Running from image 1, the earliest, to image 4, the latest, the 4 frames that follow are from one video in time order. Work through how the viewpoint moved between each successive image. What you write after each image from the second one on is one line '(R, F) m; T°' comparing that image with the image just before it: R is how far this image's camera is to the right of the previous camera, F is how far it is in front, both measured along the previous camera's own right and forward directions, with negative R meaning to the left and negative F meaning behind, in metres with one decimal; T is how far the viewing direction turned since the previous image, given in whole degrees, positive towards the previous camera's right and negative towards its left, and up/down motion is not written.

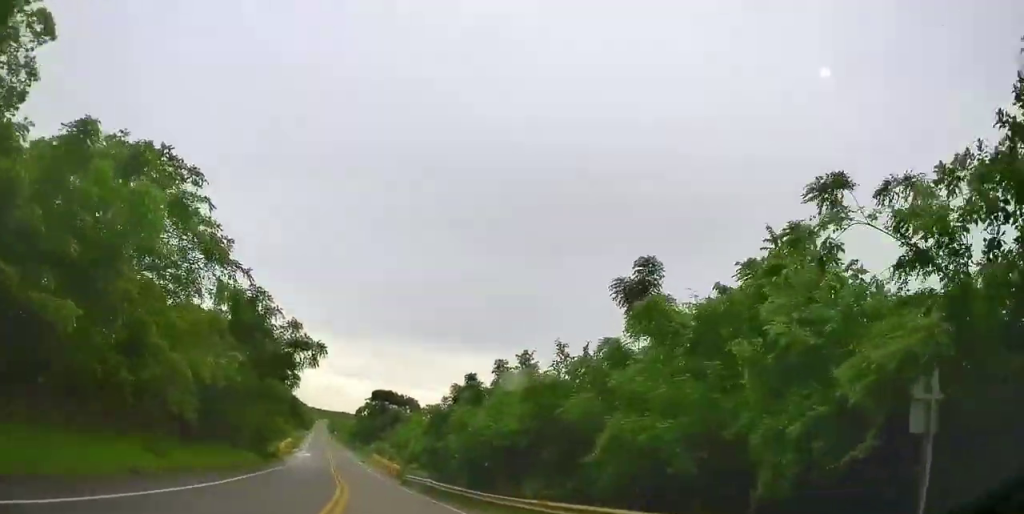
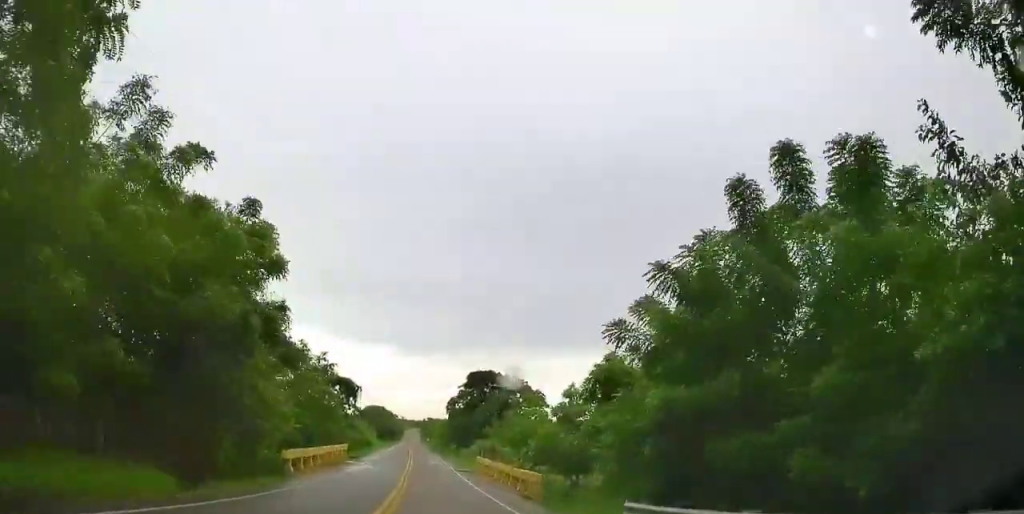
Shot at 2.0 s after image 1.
(-4.2, +27.9) m; -17°
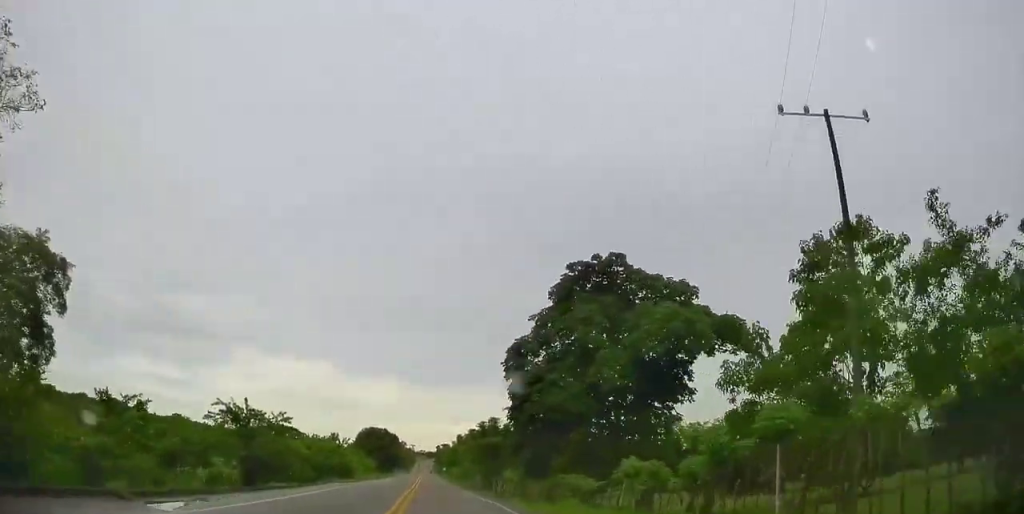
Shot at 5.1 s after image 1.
(-4.3, +50.1) m; -5°
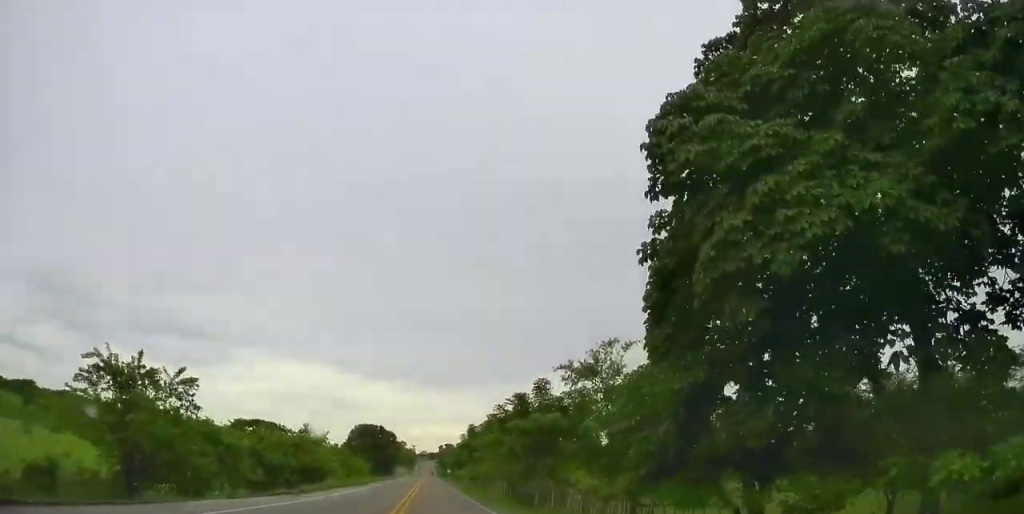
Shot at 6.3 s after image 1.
(-0.2, +20.9) m; -3°
